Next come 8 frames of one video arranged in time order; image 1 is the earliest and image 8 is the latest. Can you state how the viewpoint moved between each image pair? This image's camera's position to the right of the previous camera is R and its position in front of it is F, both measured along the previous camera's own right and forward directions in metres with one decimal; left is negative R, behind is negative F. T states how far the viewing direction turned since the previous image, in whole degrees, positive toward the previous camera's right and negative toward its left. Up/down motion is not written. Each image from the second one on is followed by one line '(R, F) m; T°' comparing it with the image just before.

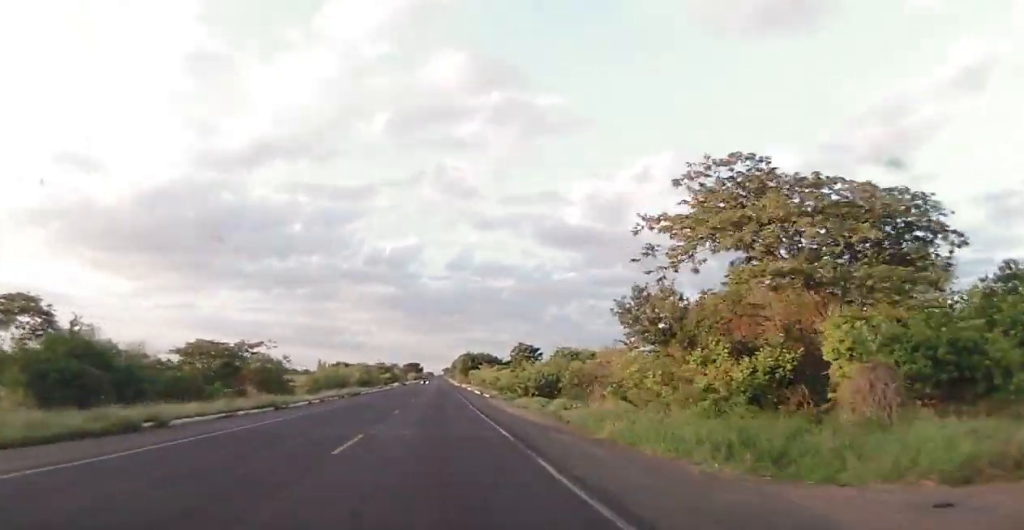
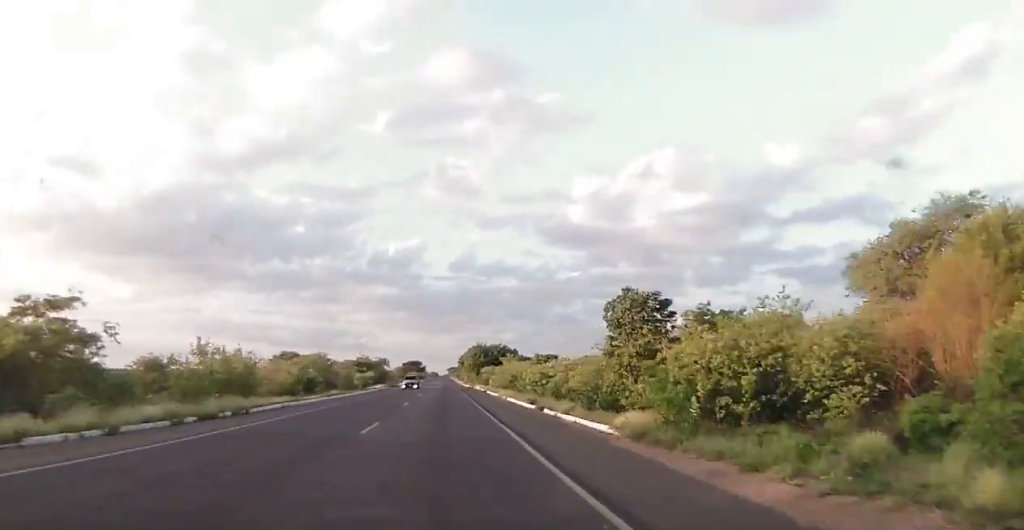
(+0.3, +39.8) m; 0°
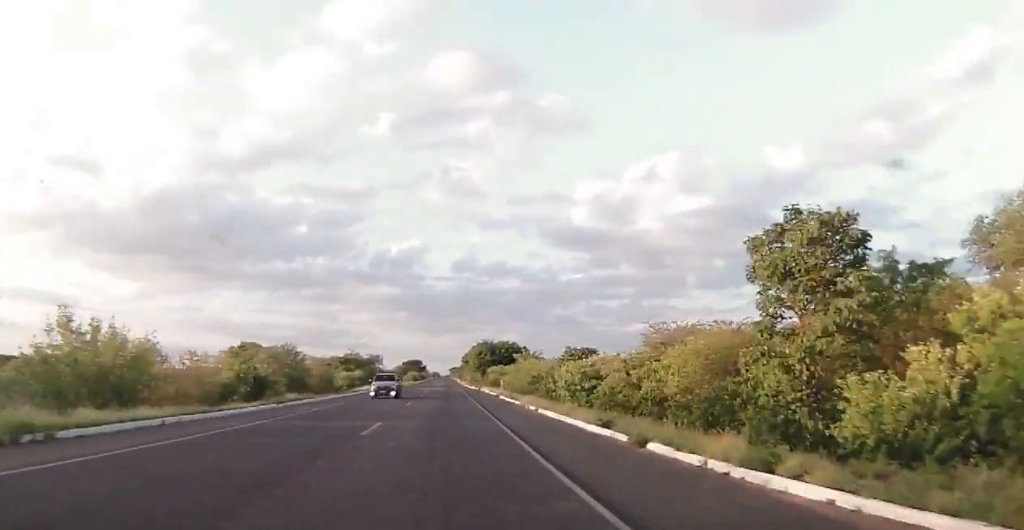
(0.0, +14.9) m; 0°
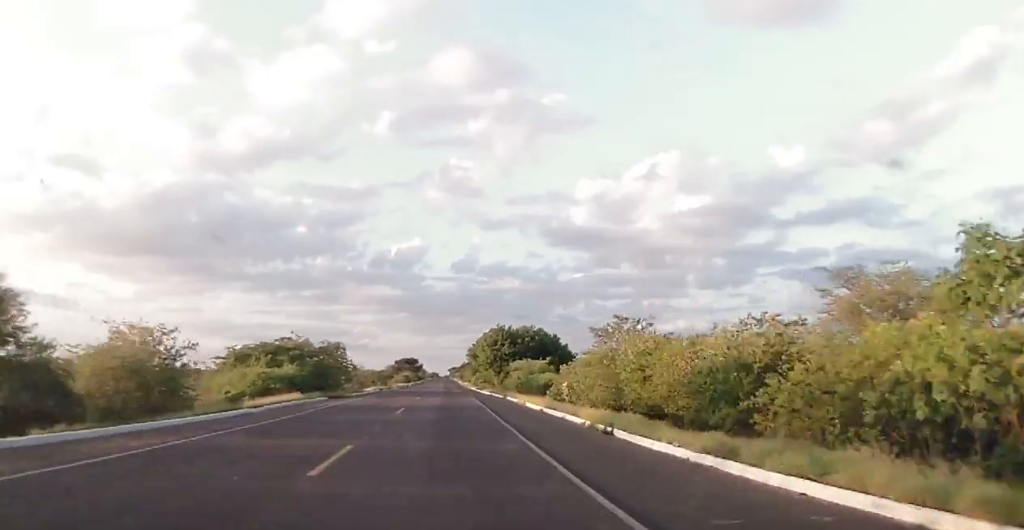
(+0.2, +37.7) m; 0°
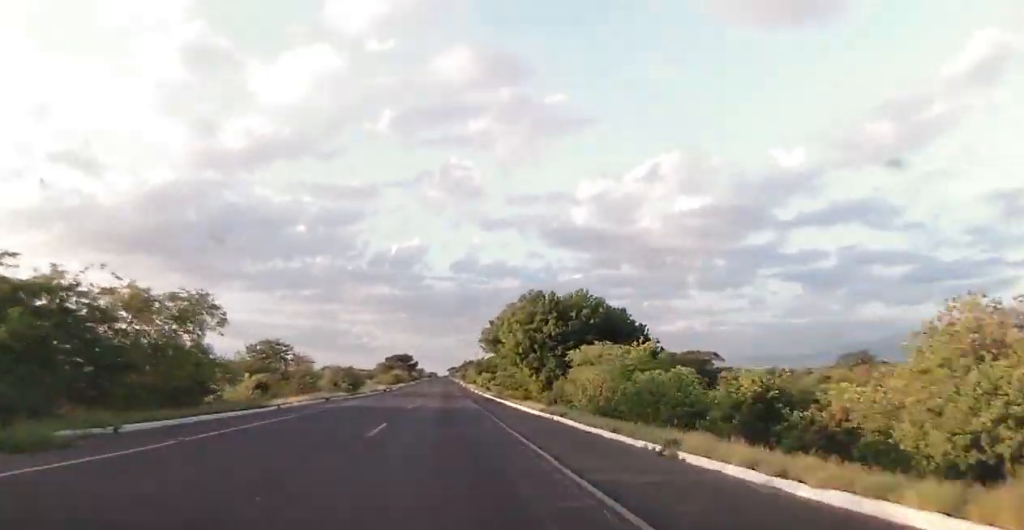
(-0.2, +37.0) m; -1°
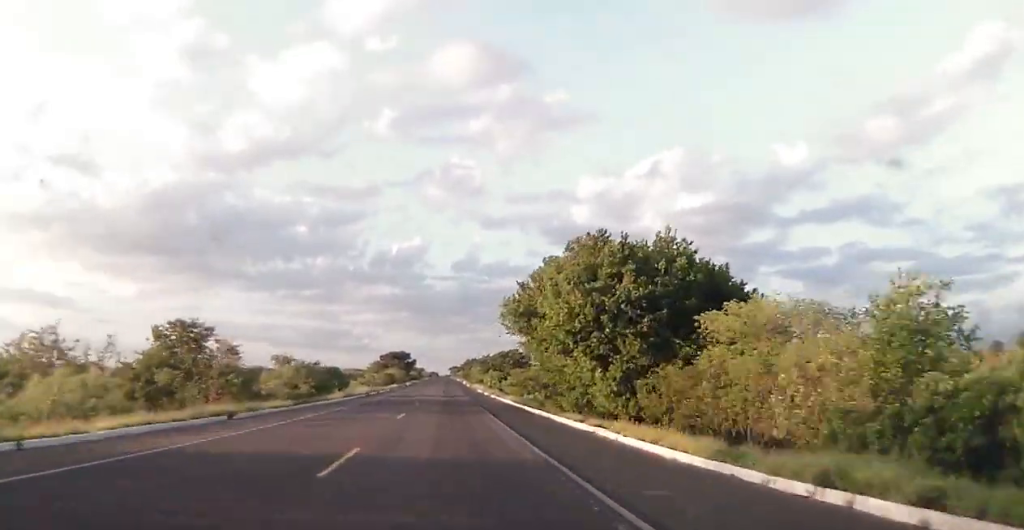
(-0.2, +21.0) m; 0°
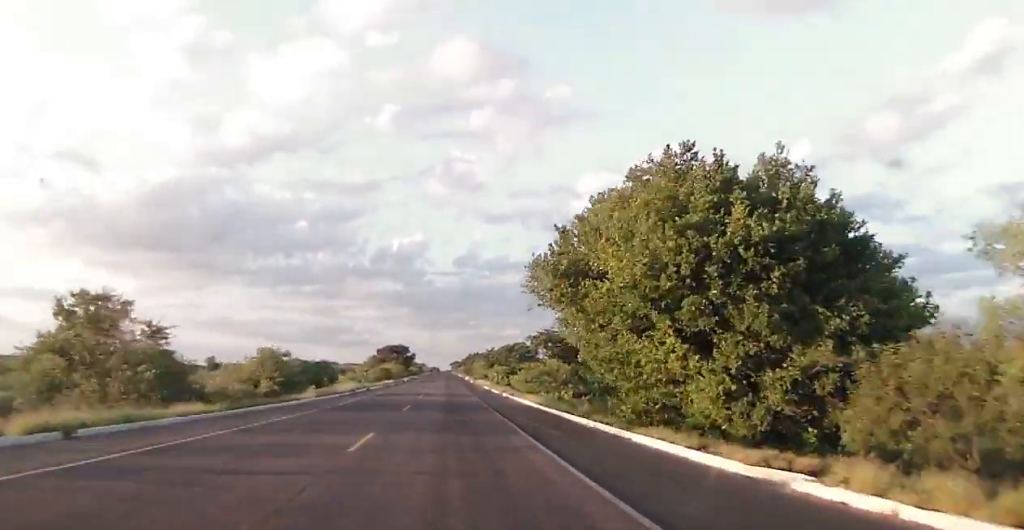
(0.0, +11.5) m; 0°
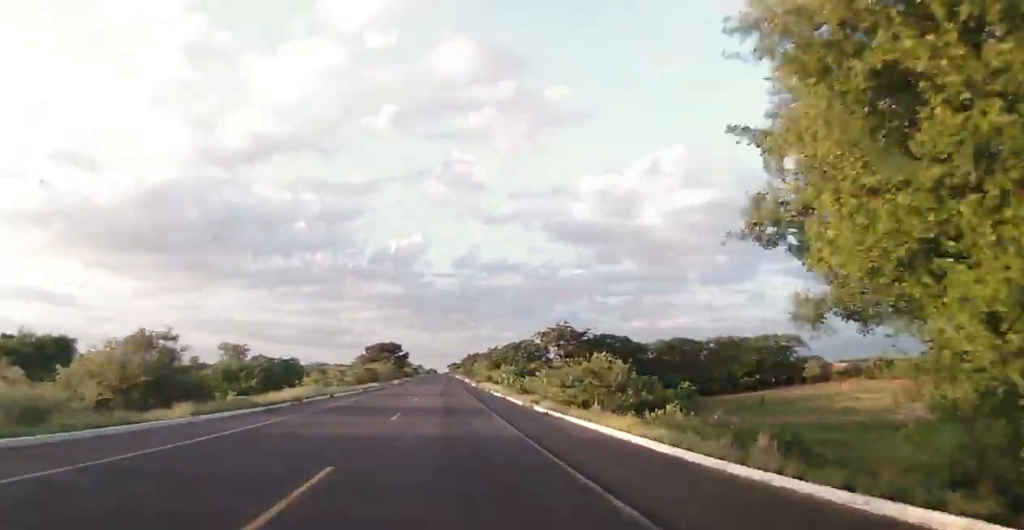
(0.0, +20.2) m; 0°
